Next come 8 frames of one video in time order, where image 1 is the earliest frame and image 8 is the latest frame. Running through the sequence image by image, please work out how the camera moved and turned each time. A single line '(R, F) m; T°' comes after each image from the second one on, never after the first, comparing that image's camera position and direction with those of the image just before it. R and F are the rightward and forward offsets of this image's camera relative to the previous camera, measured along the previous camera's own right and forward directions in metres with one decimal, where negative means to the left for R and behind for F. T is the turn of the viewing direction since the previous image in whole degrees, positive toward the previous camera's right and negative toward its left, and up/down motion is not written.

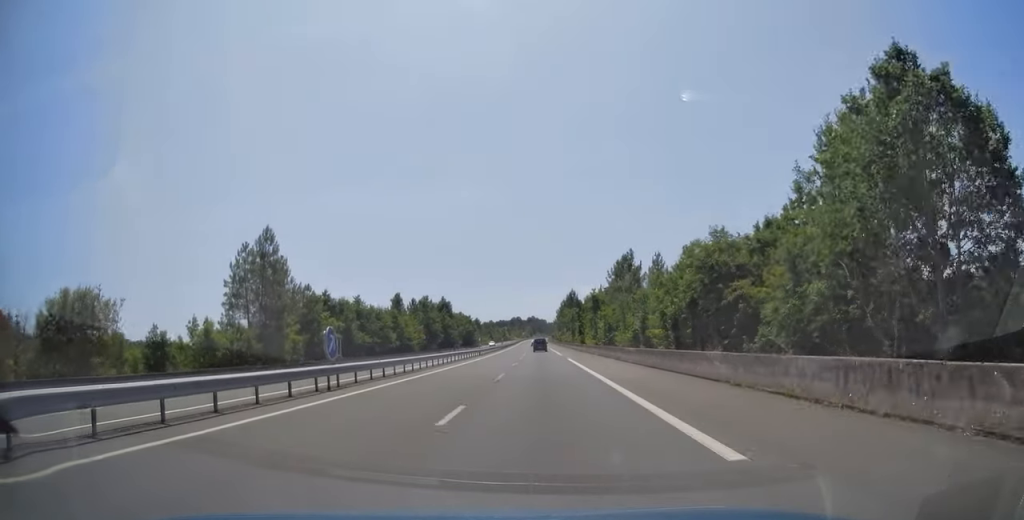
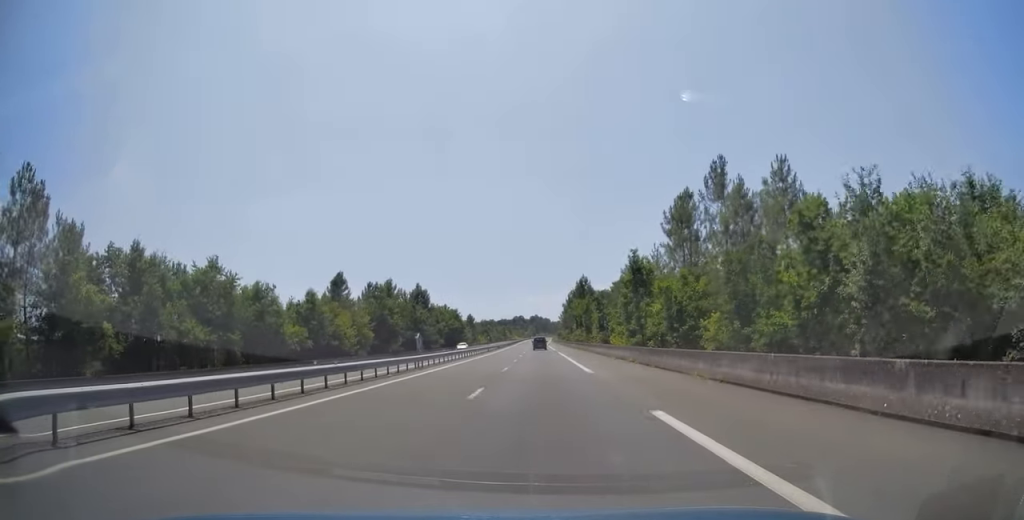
(-0.1, +35.1) m; 0°
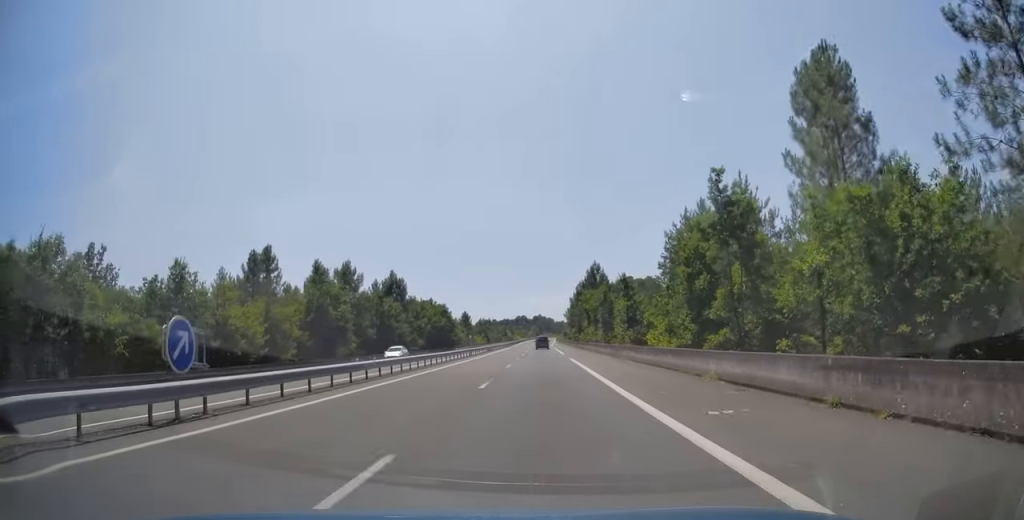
(+0.1, +23.5) m; 0°
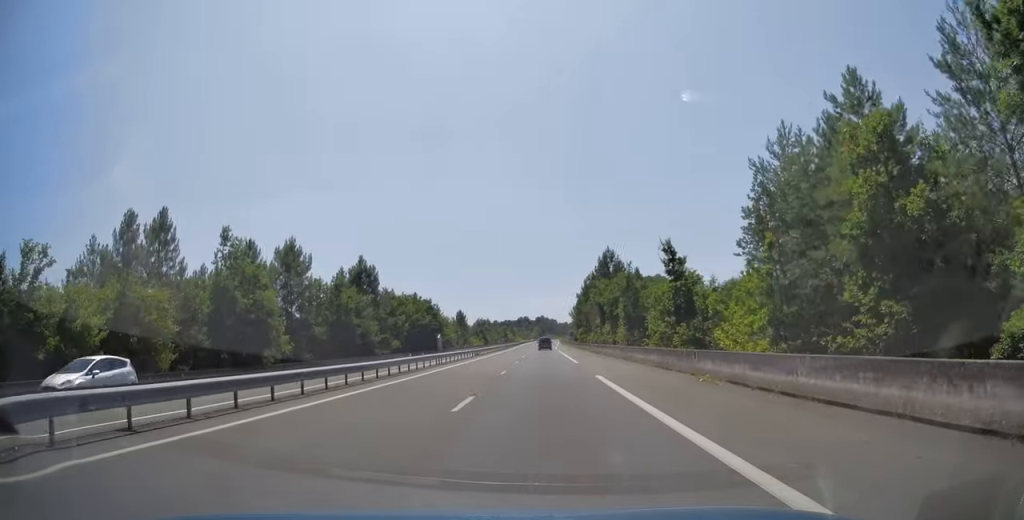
(-0.1, +18.8) m; 0°
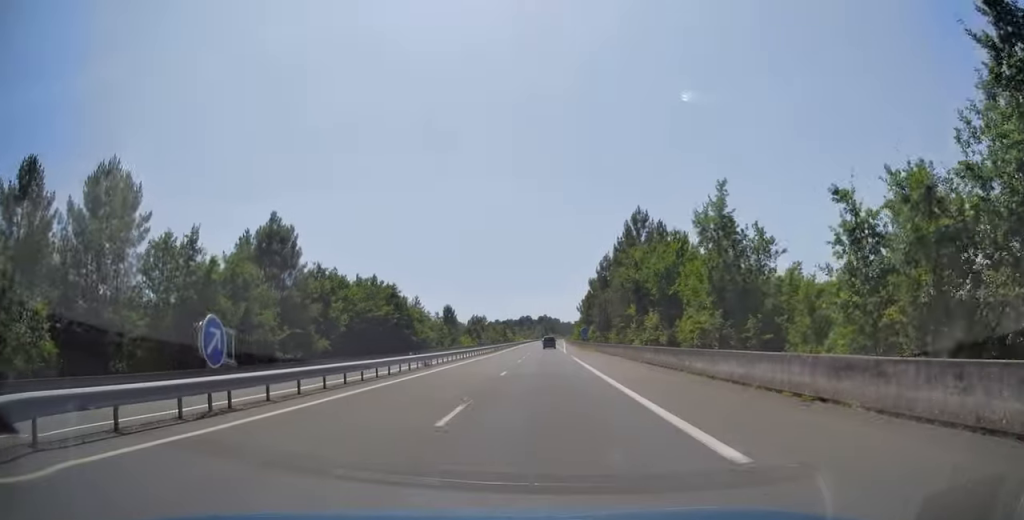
(-0.2, +28.7) m; 0°
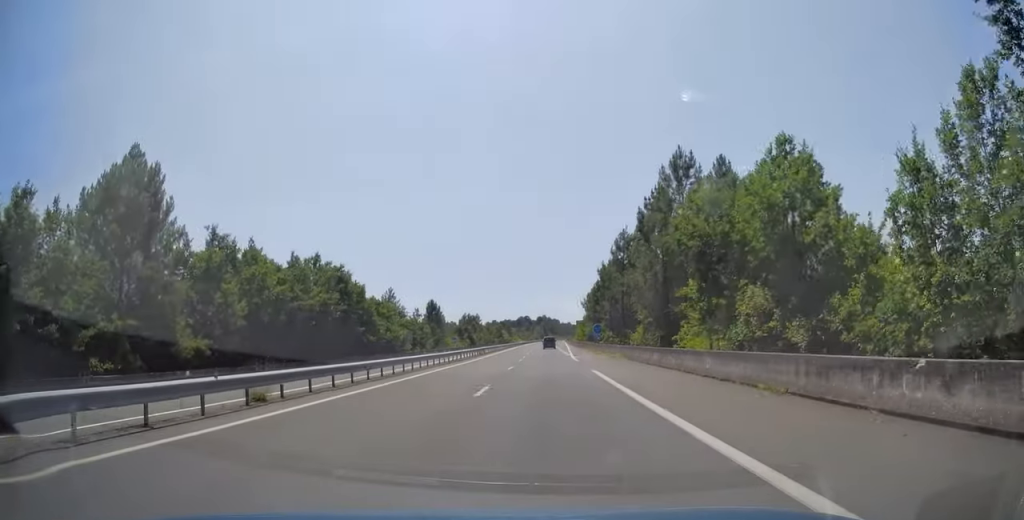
(-0.1, +21.4) m; 0°
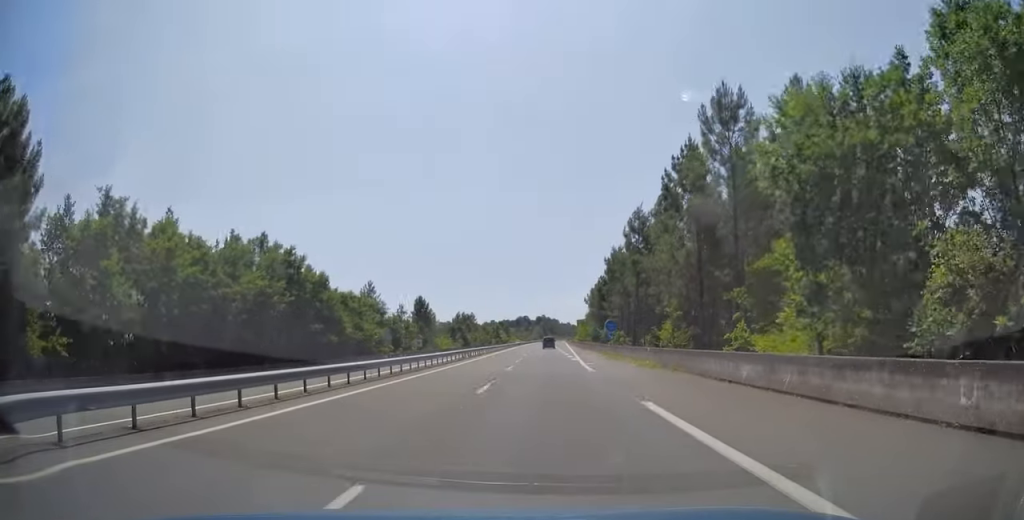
(+0.1, +12.5) m; 0°
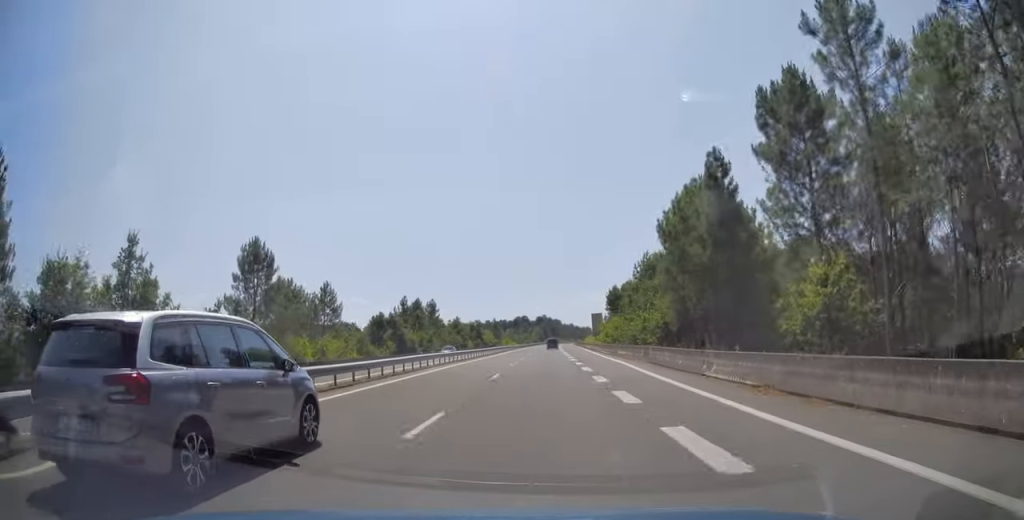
(0.0, +73.8) m; 0°
